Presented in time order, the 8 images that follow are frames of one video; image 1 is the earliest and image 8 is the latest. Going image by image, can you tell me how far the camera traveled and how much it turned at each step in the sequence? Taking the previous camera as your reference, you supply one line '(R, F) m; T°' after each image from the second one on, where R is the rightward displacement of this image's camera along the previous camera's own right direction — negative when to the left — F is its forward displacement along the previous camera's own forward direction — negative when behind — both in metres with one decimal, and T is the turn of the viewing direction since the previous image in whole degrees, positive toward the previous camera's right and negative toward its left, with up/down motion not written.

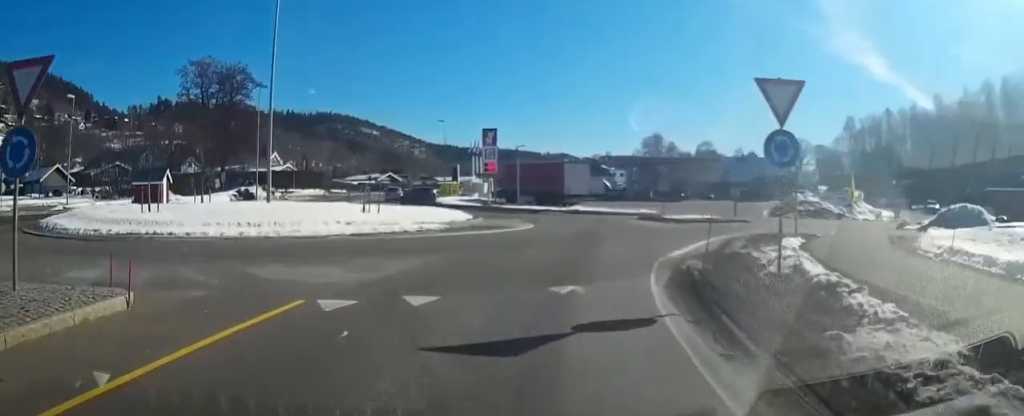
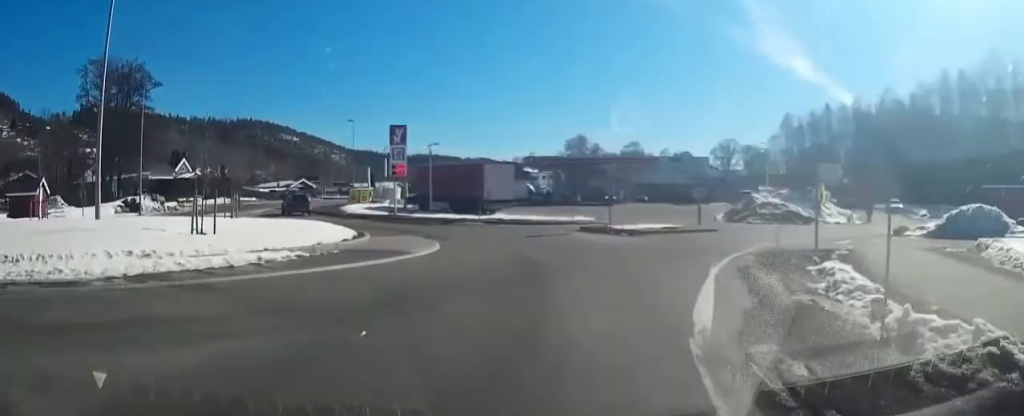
(+0.3, +7.4) m; +8°
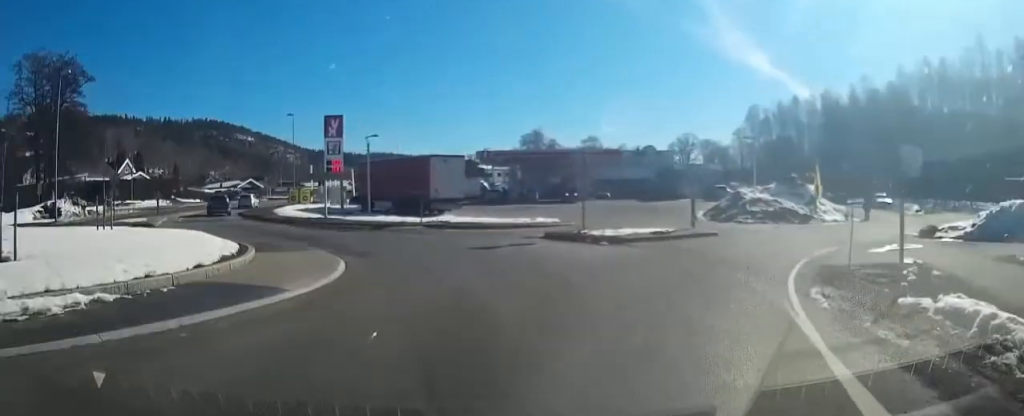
(+0.6, +5.8) m; +4°
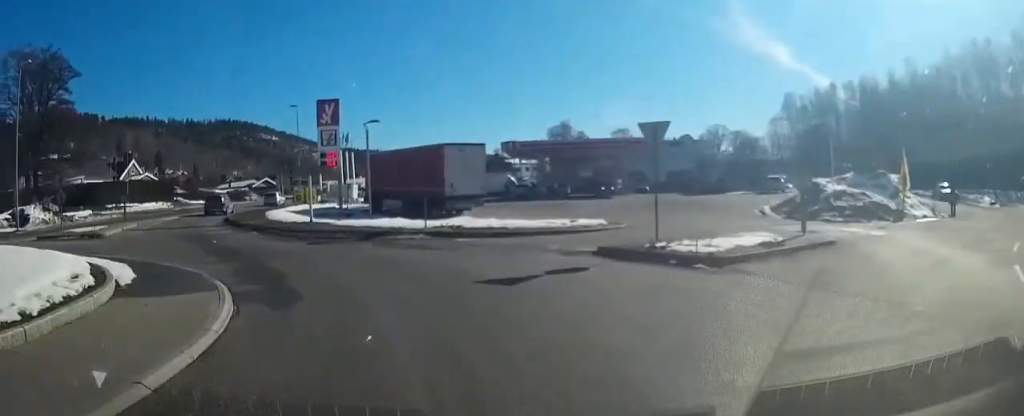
(+0.3, +7.2) m; -2°
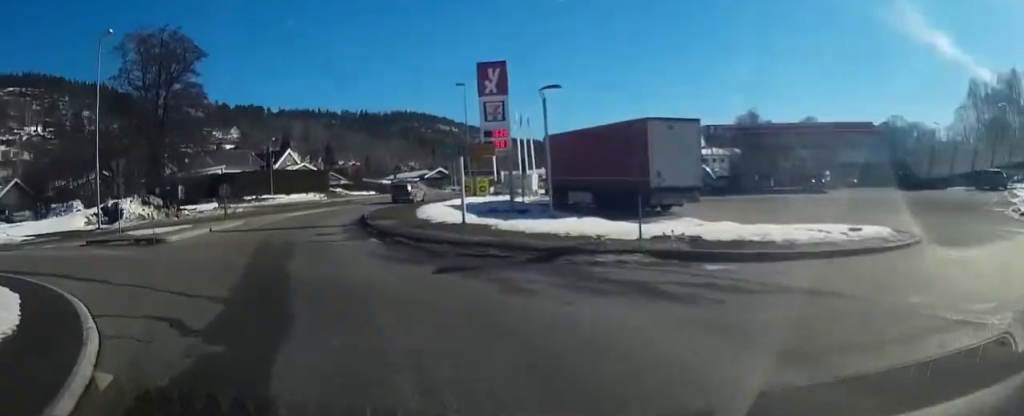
(-0.7, +8.3) m; -15°
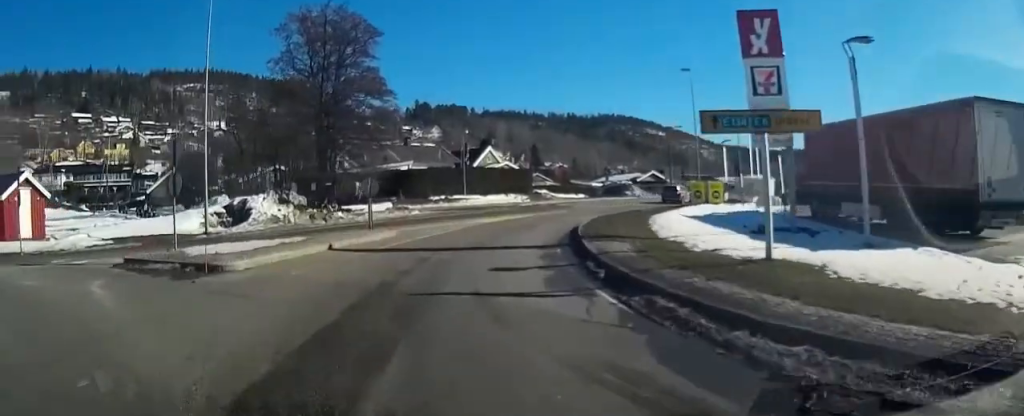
(-1.7, +8.9) m; -15°
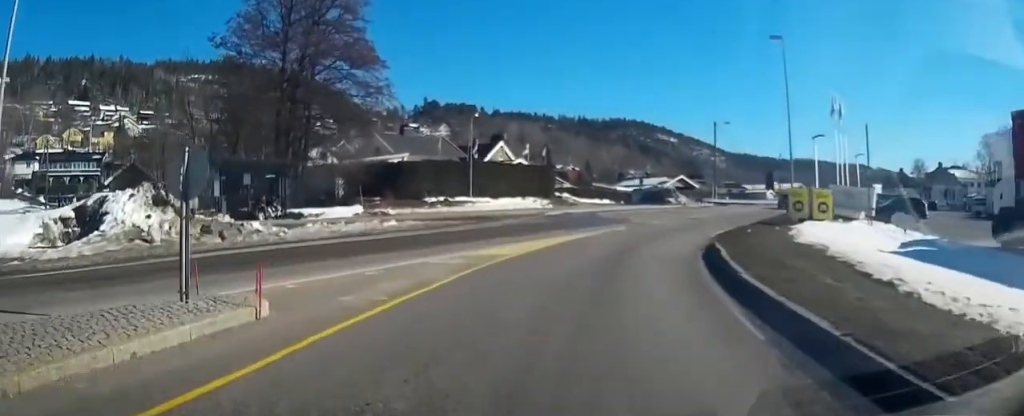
(-0.8, +13.2) m; -3°
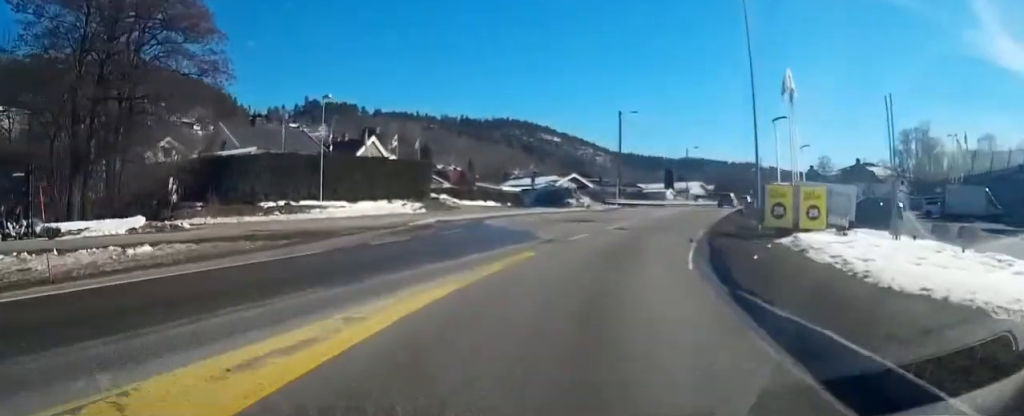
(+0.4, +9.6) m; +9°
